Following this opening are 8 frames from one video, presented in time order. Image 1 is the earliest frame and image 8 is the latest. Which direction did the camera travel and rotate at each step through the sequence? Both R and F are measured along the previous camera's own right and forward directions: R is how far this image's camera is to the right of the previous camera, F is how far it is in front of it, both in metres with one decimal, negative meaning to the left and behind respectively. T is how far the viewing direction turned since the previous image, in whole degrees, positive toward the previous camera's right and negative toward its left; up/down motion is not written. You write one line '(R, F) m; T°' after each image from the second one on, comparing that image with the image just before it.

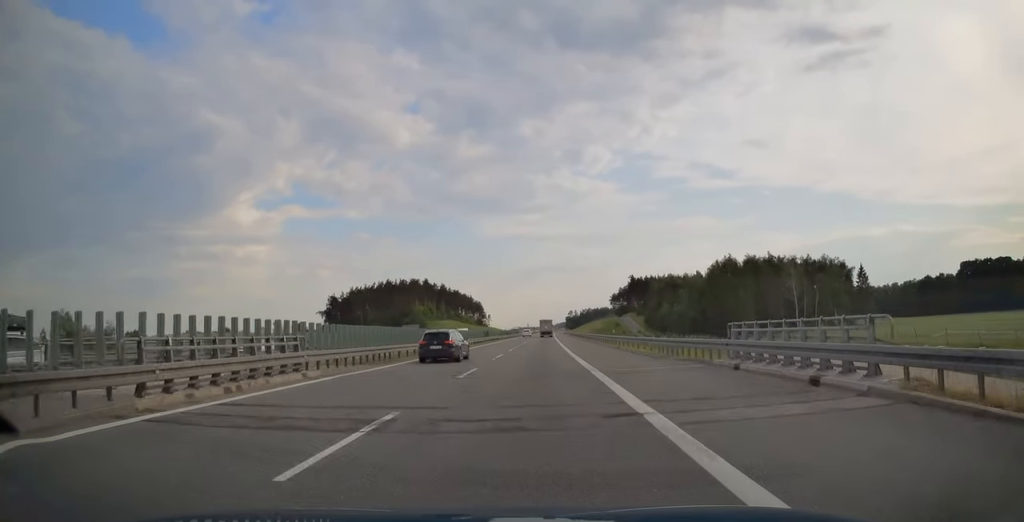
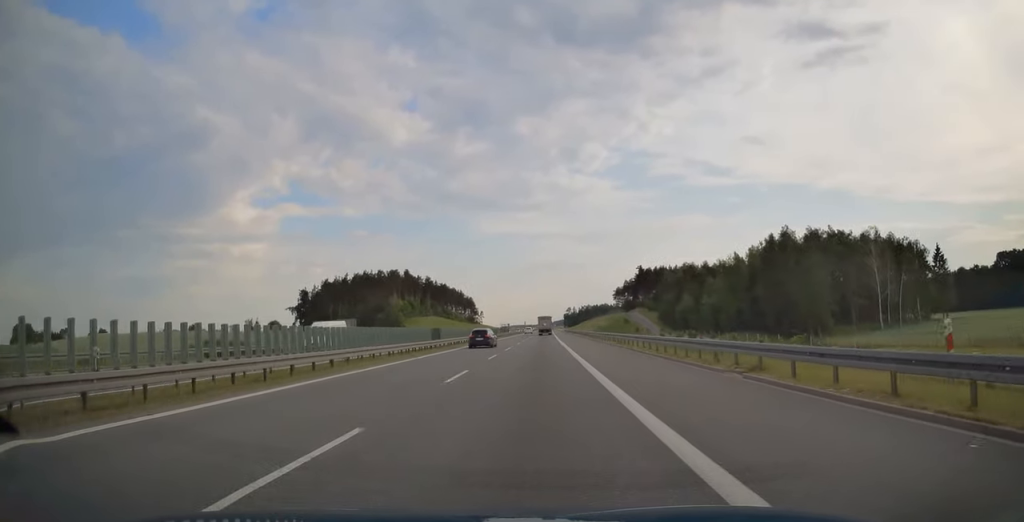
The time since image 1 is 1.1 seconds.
(+0.2, +37.3) m; 0°
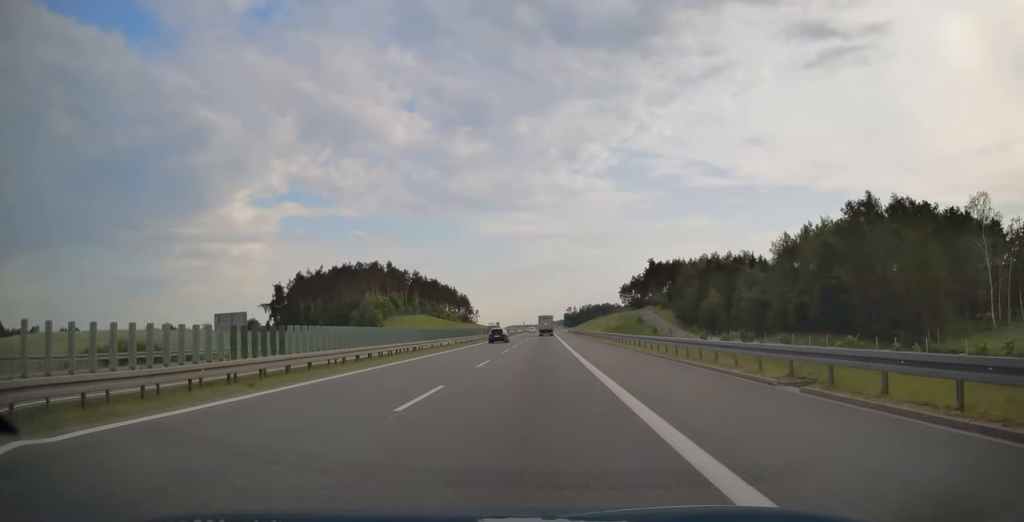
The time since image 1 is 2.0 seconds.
(0.0, +29.7) m; 0°
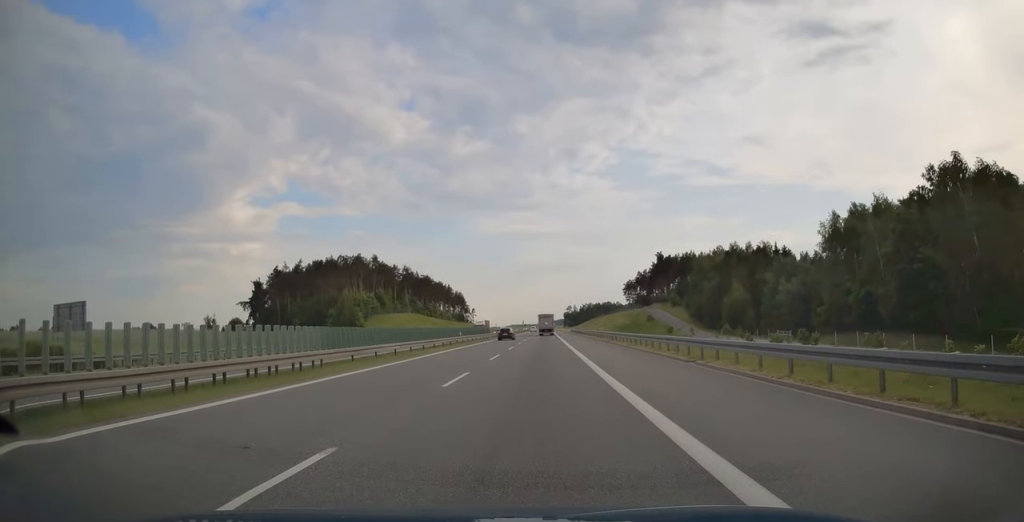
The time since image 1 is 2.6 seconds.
(-0.1, +19.8) m; 0°
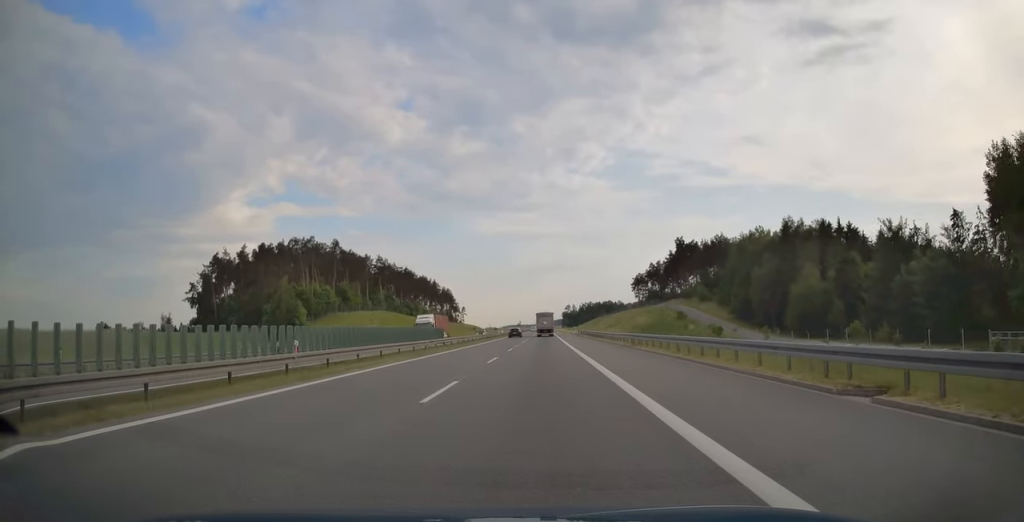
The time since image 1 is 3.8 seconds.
(+0.2, +39.4) m; 0°
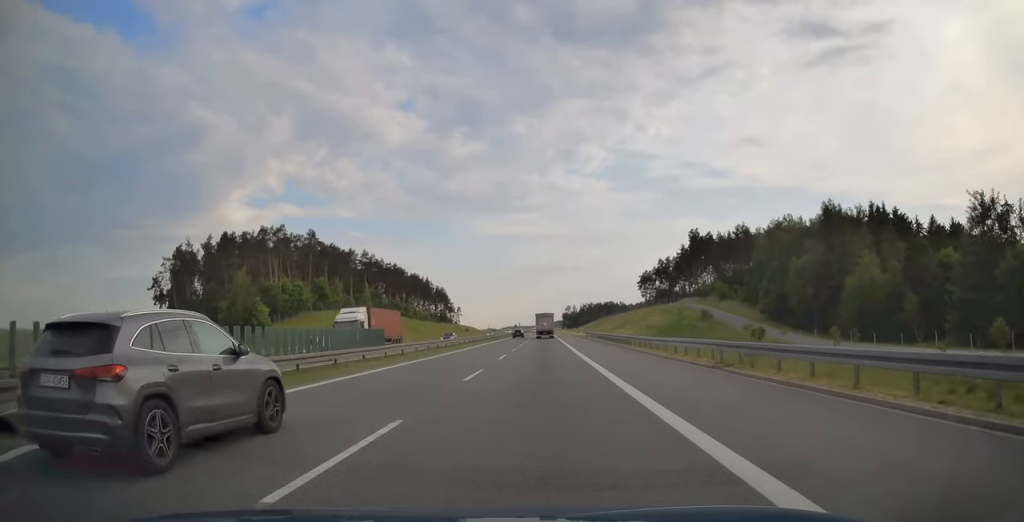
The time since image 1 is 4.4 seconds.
(0.0, +19.1) m; 0°
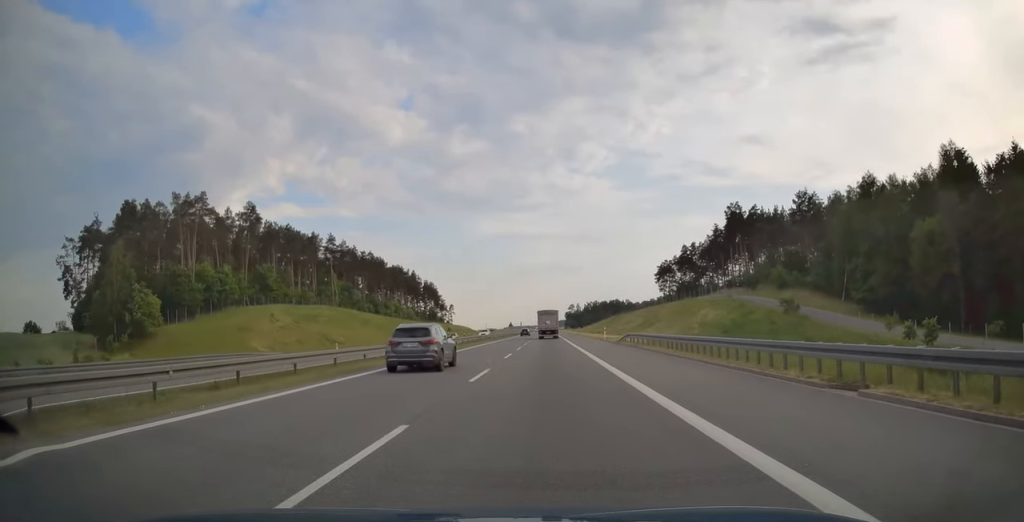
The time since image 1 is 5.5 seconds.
(0.0, +36.7) m; 0°
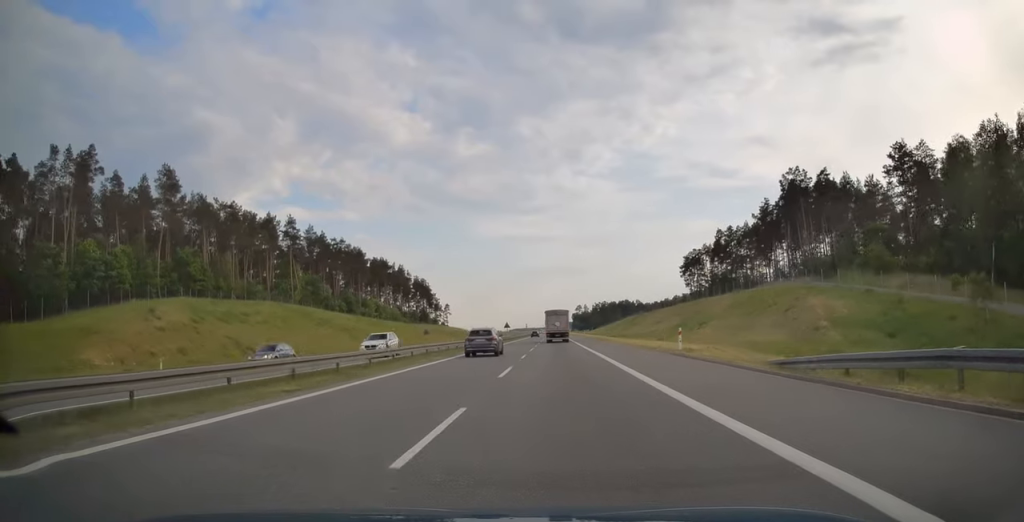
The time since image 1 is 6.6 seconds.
(-0.1, +33.4) m; 0°
